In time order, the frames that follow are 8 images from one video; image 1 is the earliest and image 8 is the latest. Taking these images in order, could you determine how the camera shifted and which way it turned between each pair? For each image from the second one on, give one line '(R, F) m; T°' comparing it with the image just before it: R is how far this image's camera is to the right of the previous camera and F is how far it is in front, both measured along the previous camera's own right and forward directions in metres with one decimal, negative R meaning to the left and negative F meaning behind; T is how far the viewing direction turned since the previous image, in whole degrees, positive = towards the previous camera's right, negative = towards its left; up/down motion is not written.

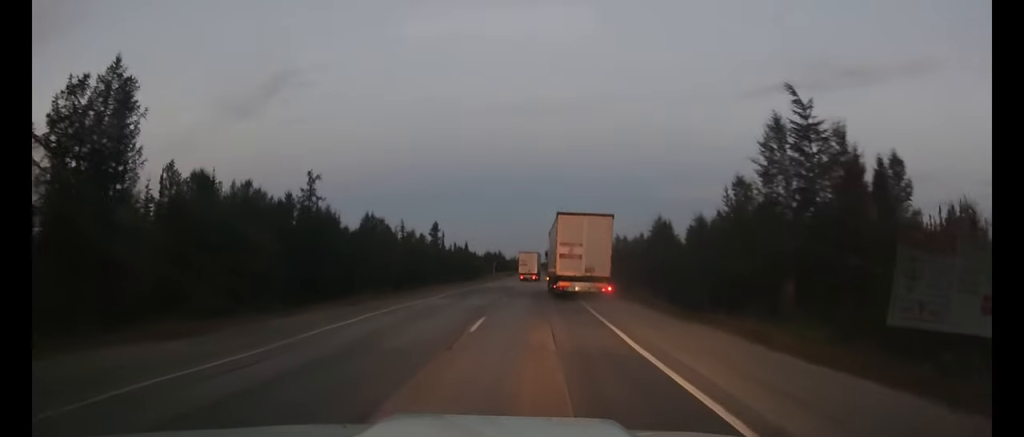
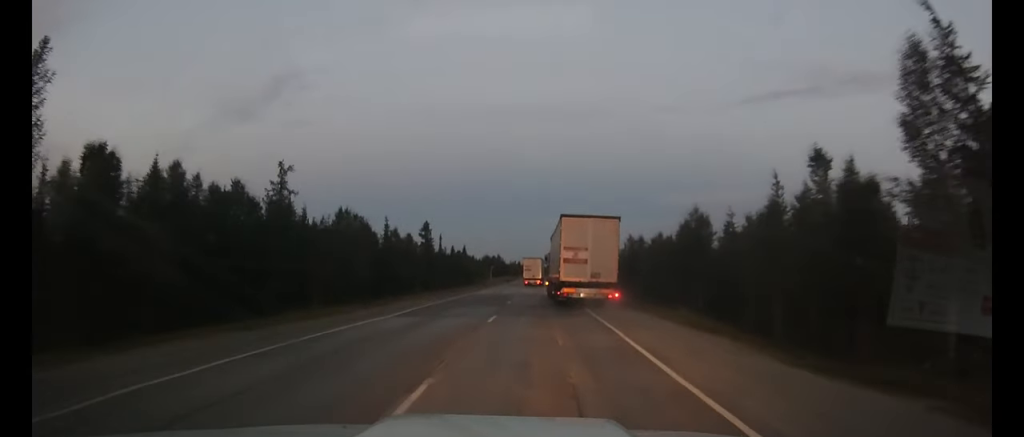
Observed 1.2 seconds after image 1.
(-0.1, +8.1) m; 0°
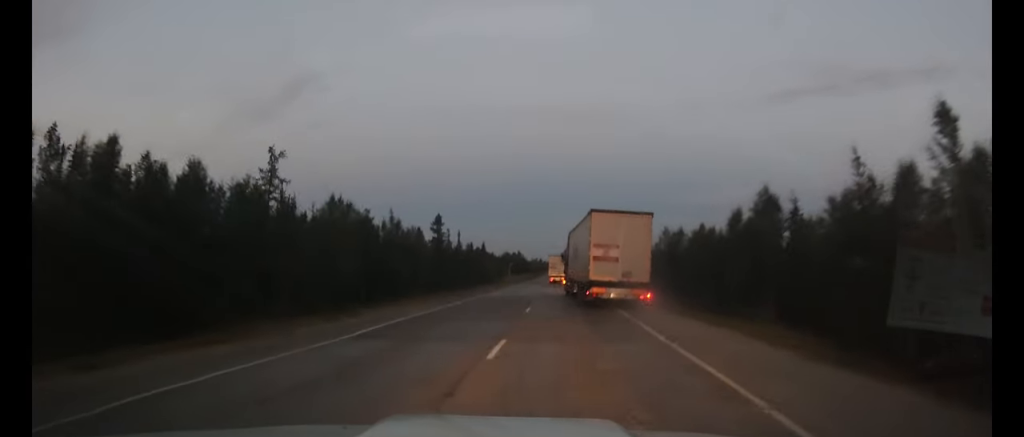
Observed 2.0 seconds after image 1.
(0.0, +6.5) m; -1°
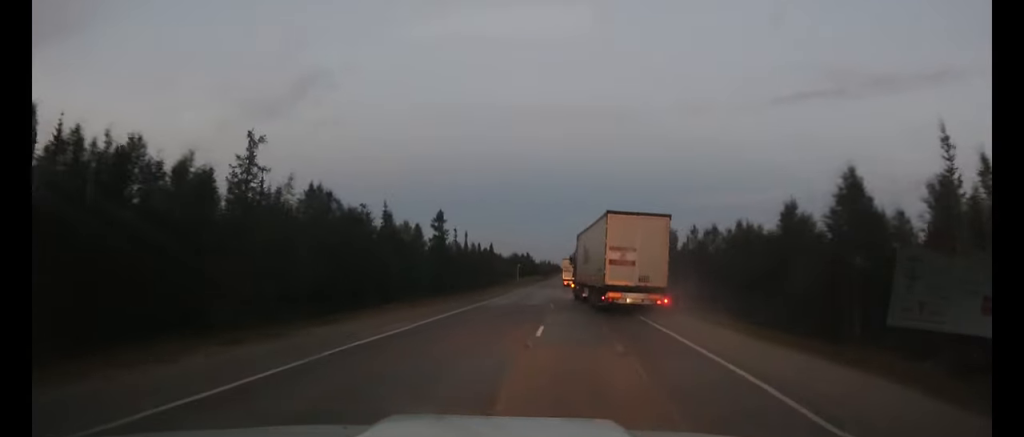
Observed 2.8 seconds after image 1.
(-0.1, +6.4) m; -1°
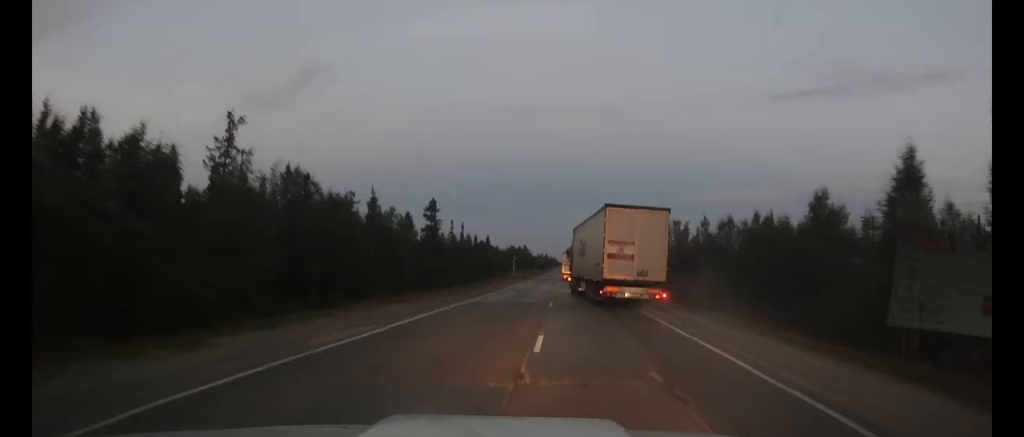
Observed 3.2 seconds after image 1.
(0.0, +3.7) m; -1°
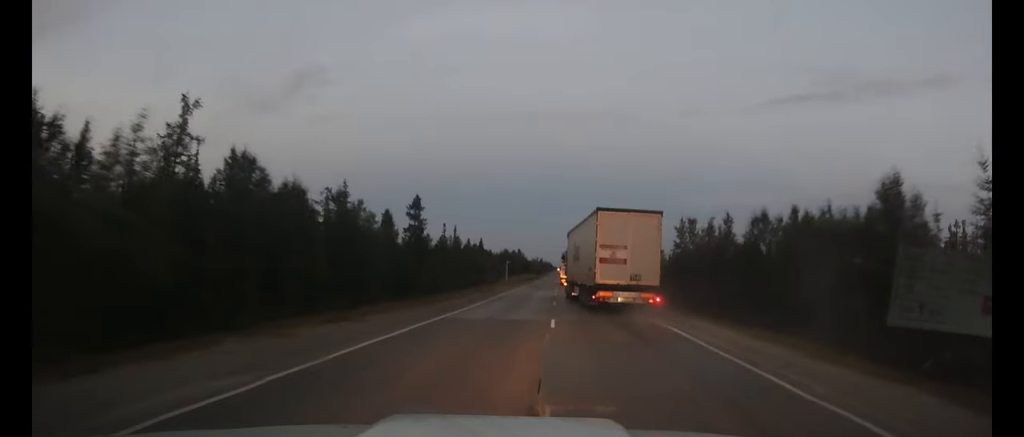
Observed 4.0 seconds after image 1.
(0.0, +6.9) m; 0°
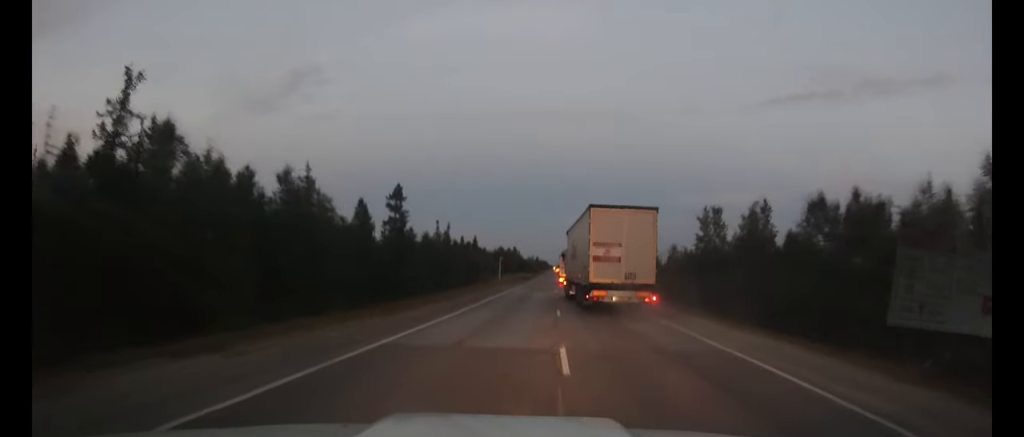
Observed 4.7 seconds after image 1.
(0.0, +7.2) m; 0°
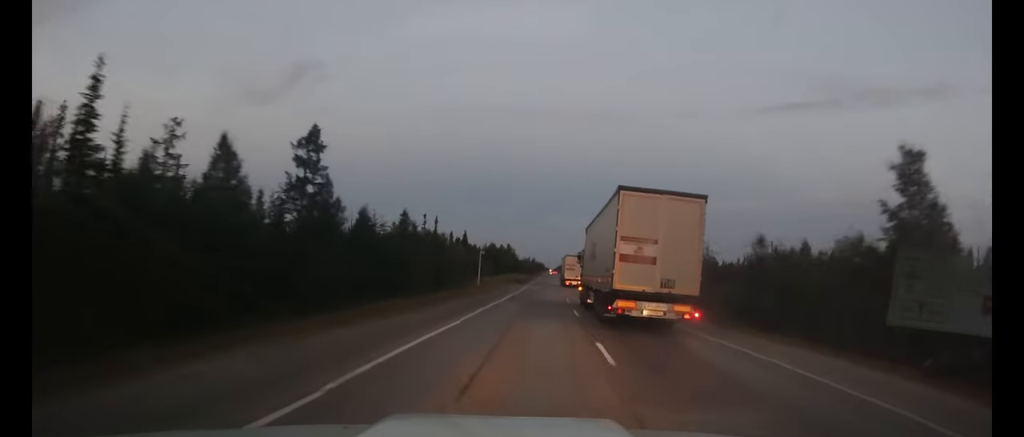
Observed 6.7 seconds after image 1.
(+0.2, +20.9) m; +1°
